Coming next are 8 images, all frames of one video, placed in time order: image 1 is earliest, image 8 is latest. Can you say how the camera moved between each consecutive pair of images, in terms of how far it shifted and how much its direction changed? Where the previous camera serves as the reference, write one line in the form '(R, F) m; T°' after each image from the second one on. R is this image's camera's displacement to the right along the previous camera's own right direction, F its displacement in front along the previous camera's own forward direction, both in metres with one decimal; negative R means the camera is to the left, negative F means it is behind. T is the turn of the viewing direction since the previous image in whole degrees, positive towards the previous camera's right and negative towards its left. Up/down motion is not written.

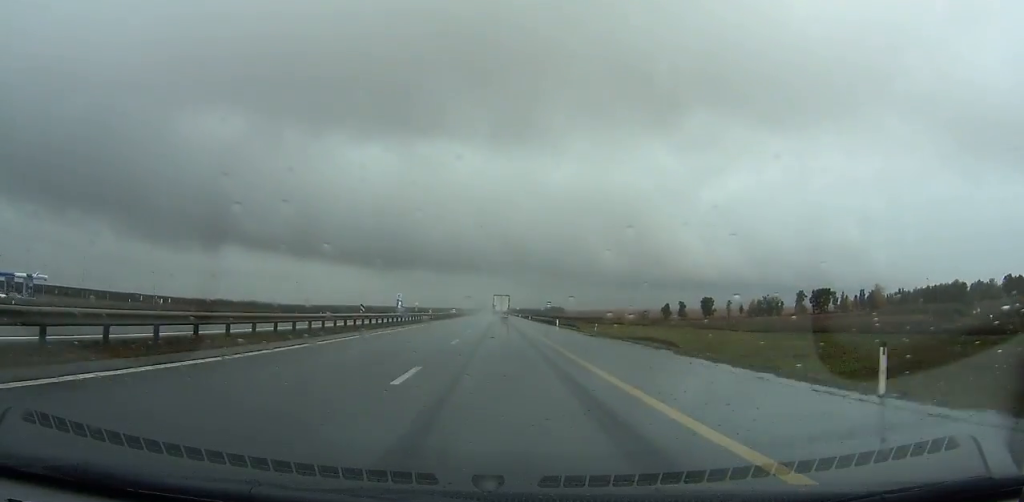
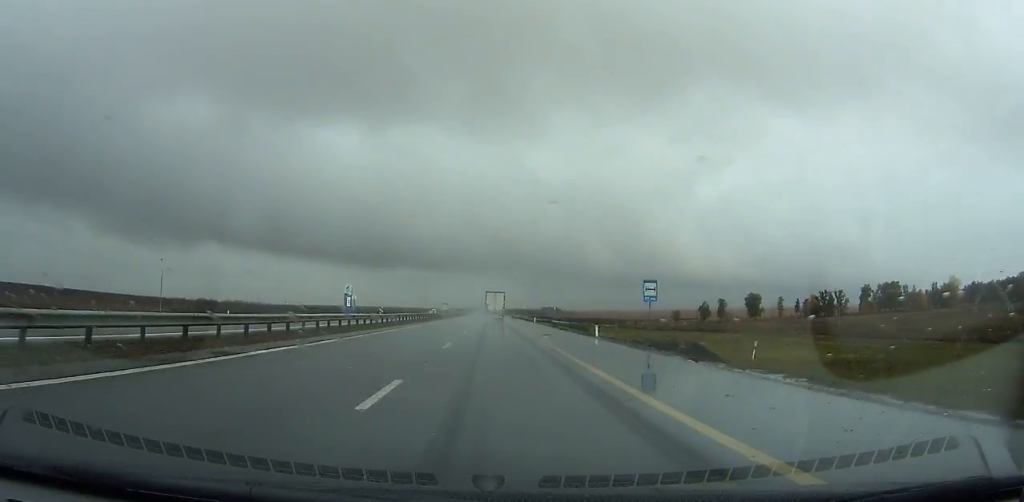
(0.0, +73.1) m; 0°
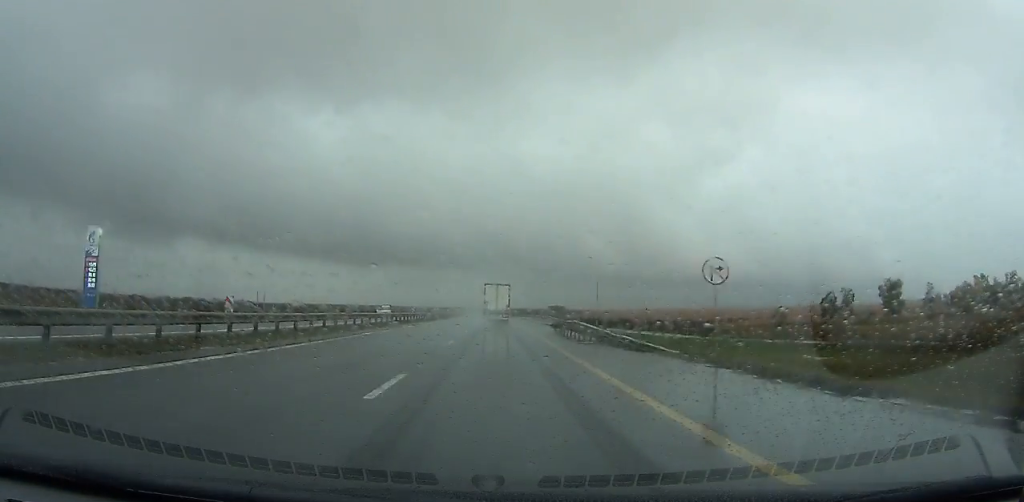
(0.0, +107.5) m; 0°
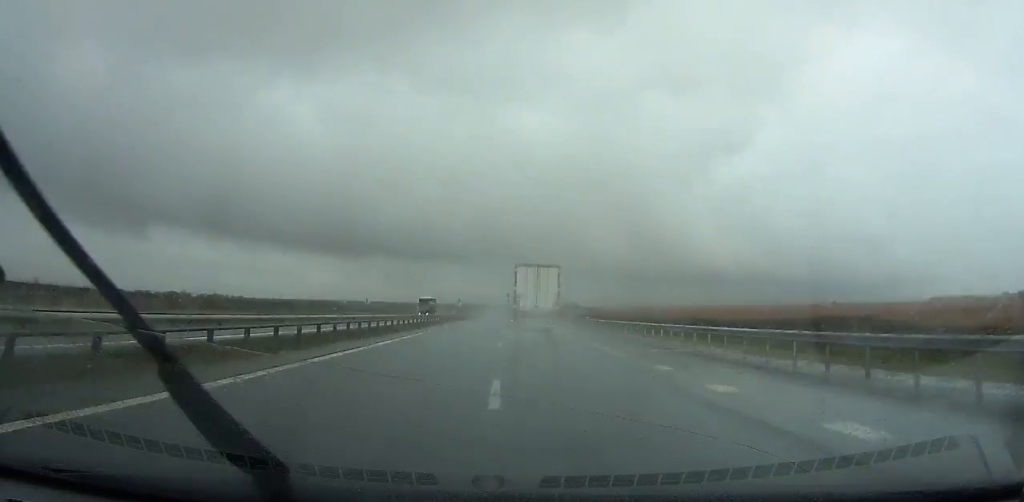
(-0.9, +134.6) m; 0°
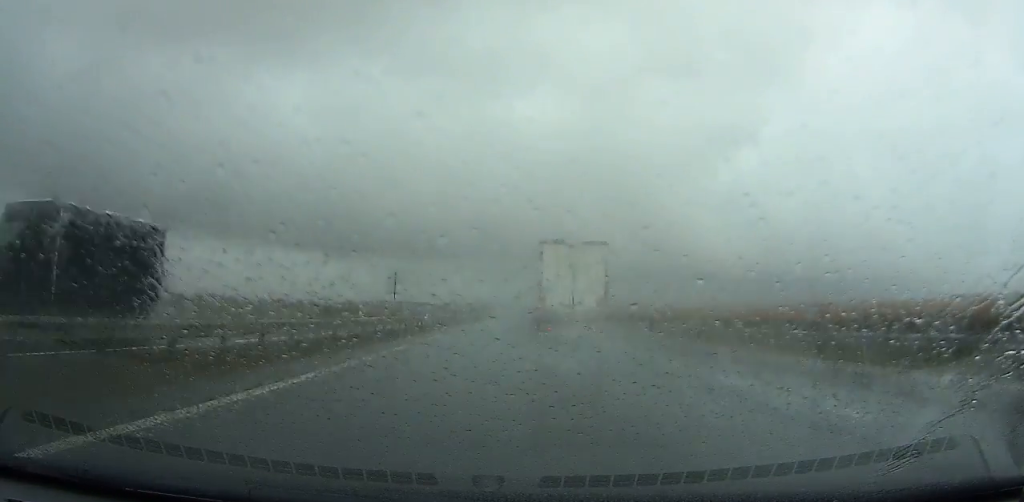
(-0.1, +55.3) m; 0°
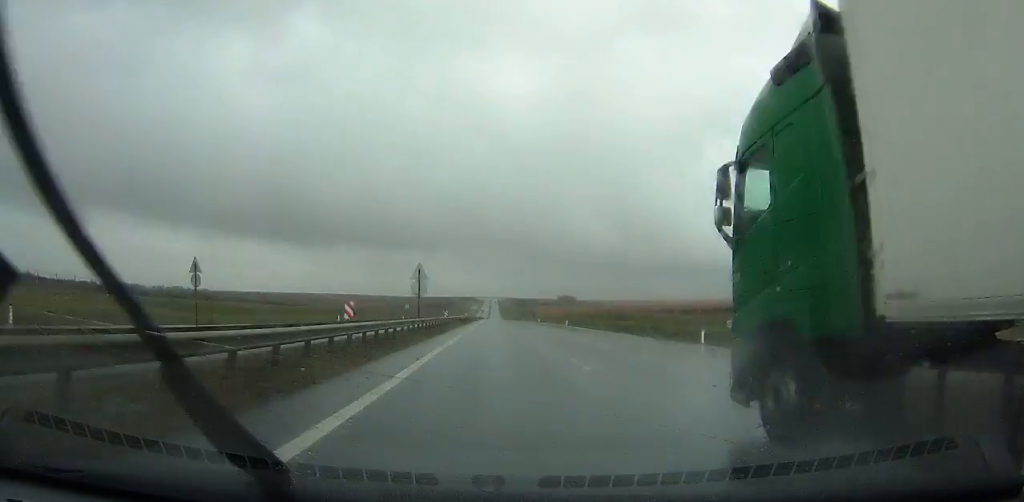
(+0.9, +131.4) m; +1°
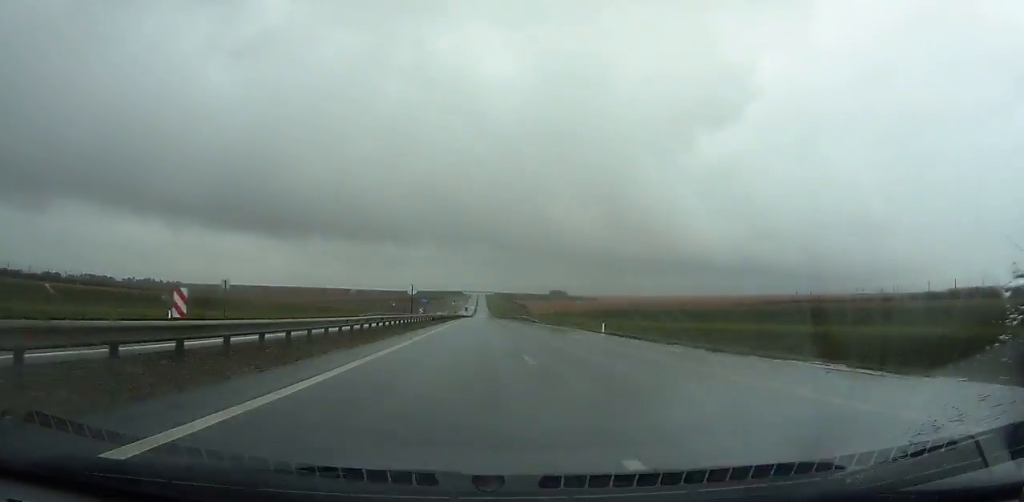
(+0.4, +81.7) m; 0°
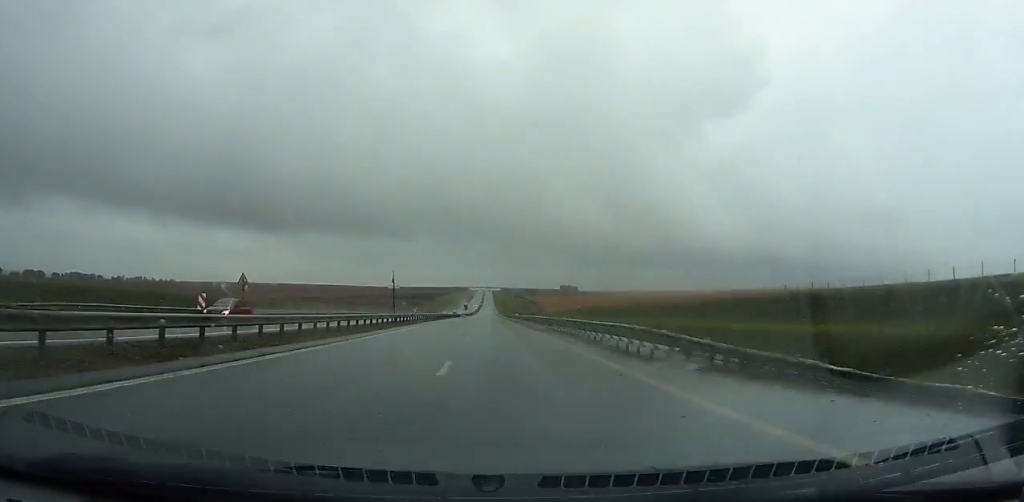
(+0.5, +72.7) m; 0°
